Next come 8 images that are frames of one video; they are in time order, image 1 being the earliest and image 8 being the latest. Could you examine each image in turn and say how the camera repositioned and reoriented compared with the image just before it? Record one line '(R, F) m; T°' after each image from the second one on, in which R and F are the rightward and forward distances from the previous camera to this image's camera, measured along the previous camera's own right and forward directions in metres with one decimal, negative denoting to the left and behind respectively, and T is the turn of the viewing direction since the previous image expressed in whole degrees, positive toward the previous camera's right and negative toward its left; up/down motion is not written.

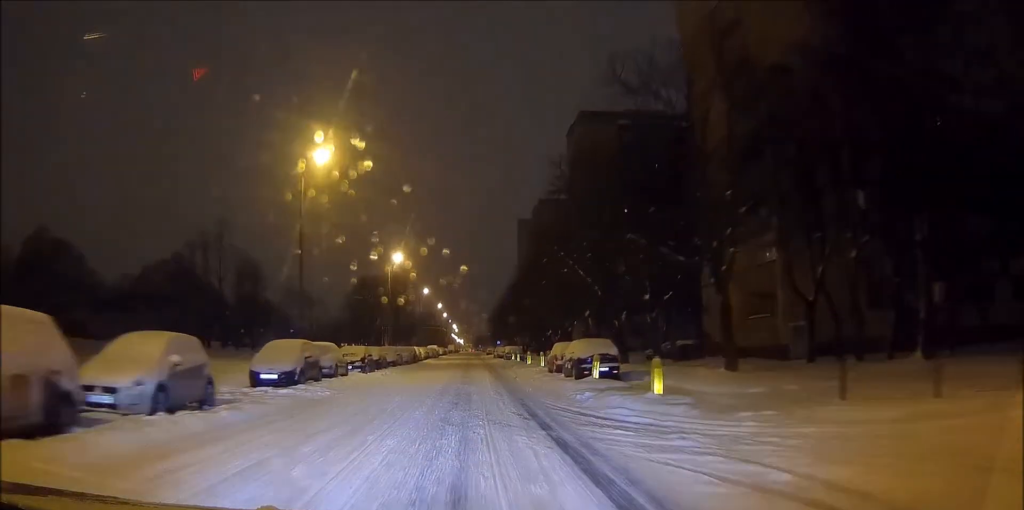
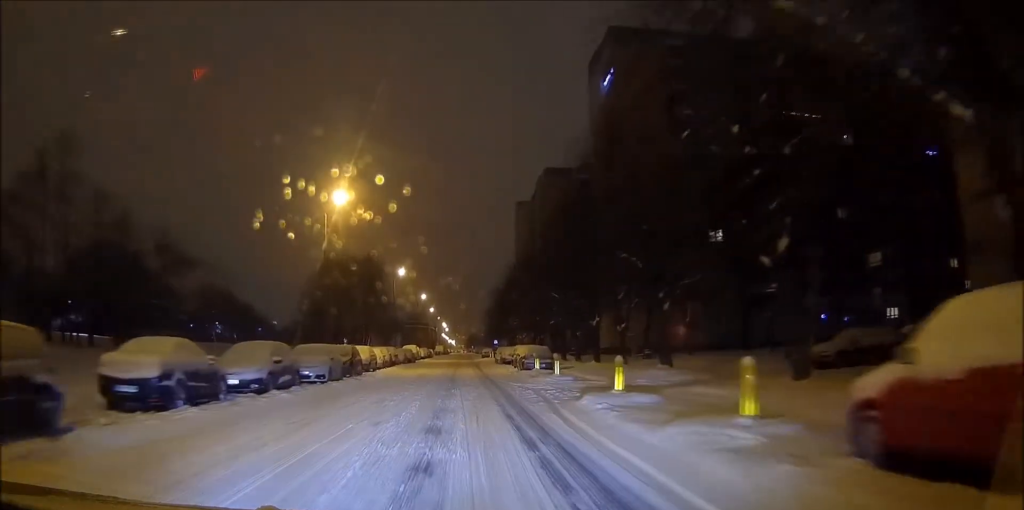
(+0.8, +28.3) m; +1°
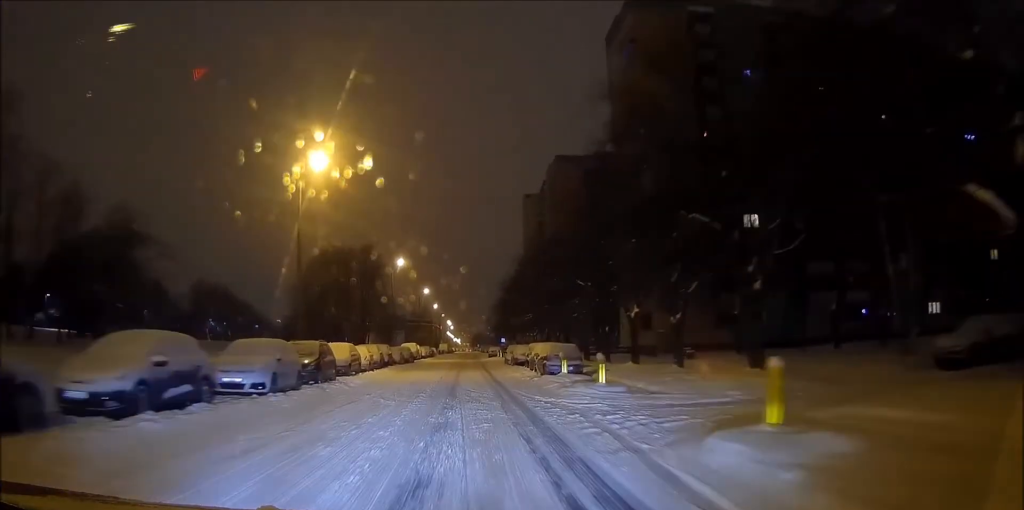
(0.0, +8.1) m; 0°
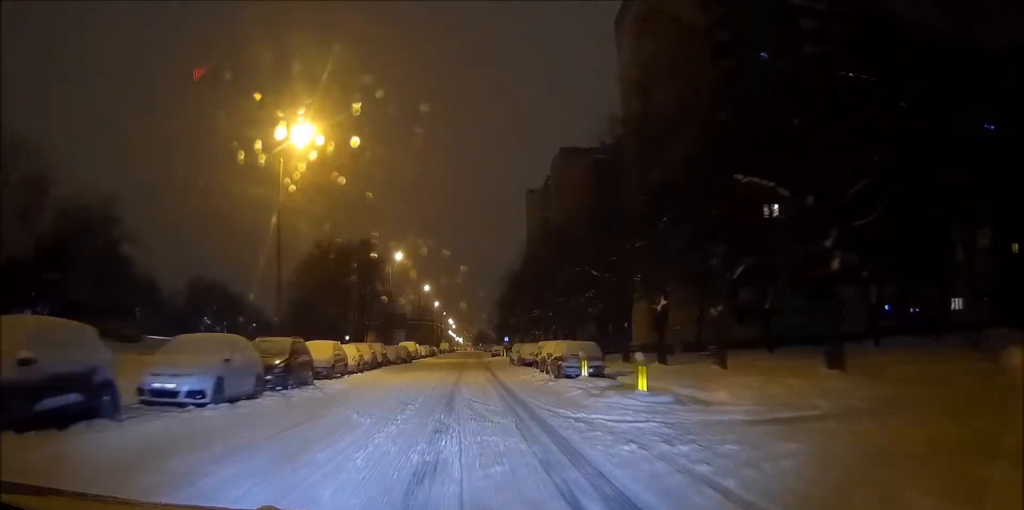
(0.0, +4.2) m; 0°
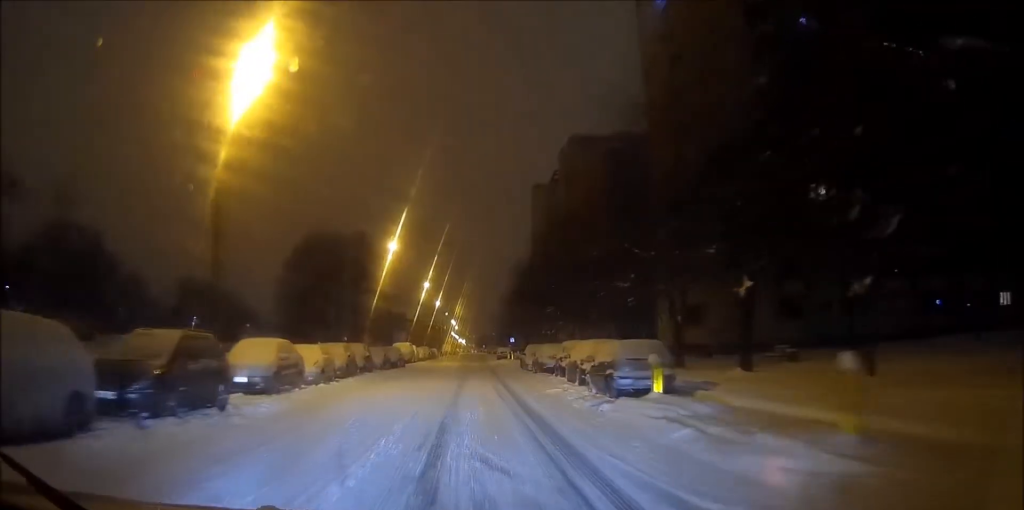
(0.0, +8.4) m; 0°
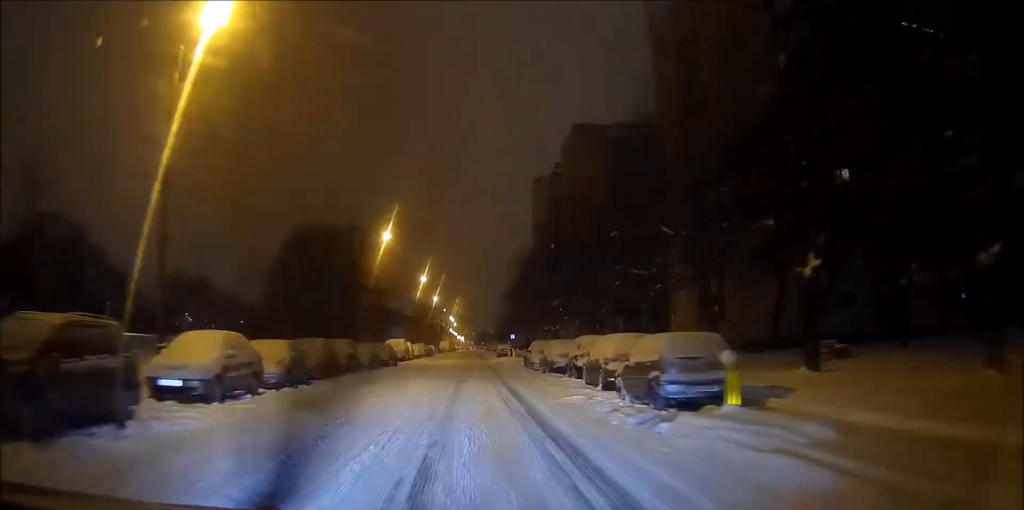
(0.0, +4.2) m; 0°
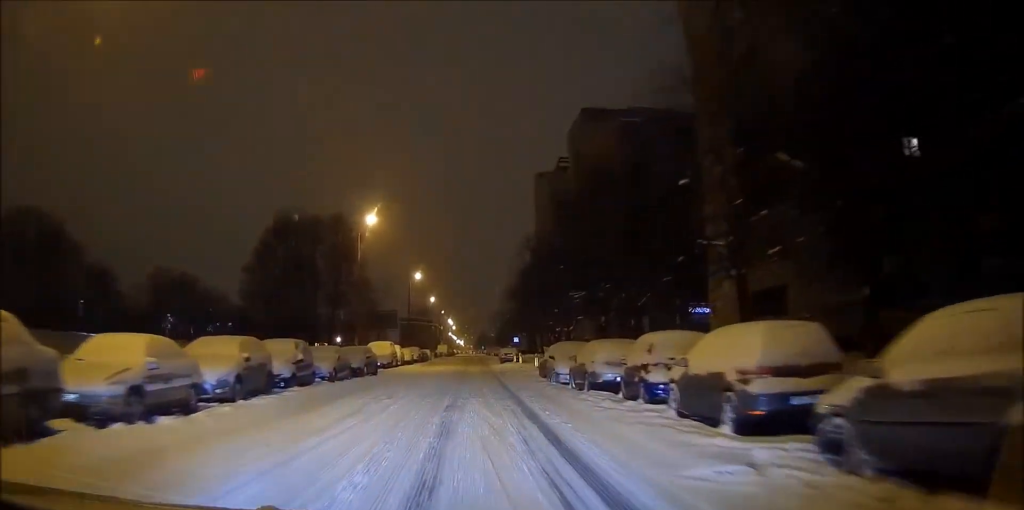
(-0.1, +9.3) m; -2°
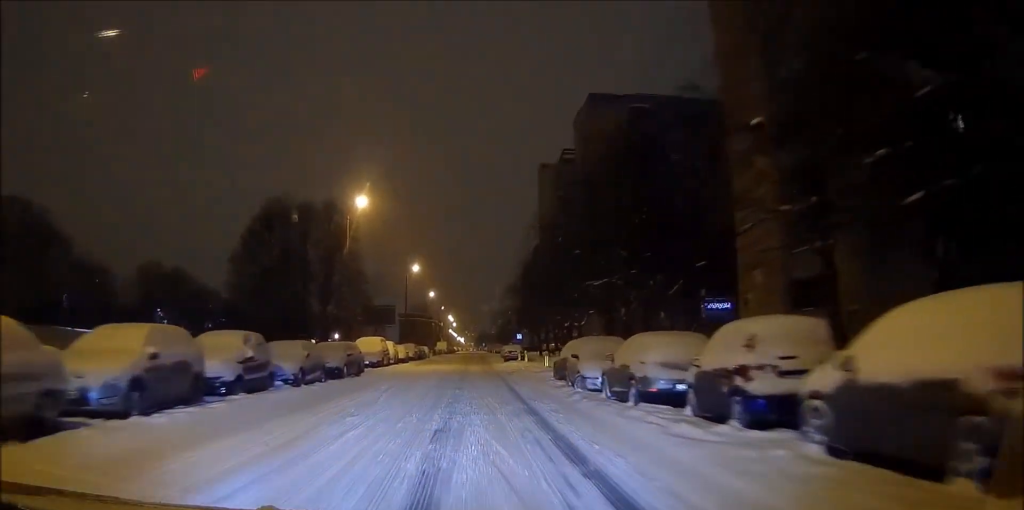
(0.0, +5.1) m; -1°
